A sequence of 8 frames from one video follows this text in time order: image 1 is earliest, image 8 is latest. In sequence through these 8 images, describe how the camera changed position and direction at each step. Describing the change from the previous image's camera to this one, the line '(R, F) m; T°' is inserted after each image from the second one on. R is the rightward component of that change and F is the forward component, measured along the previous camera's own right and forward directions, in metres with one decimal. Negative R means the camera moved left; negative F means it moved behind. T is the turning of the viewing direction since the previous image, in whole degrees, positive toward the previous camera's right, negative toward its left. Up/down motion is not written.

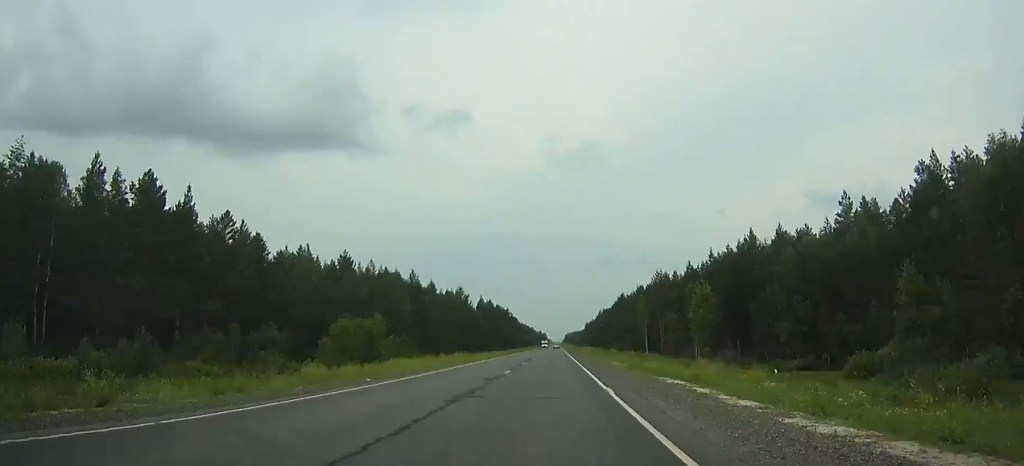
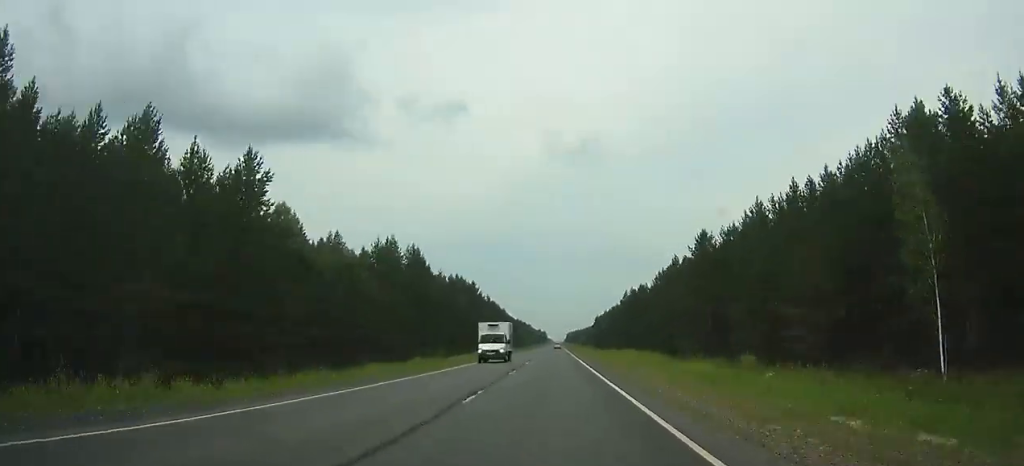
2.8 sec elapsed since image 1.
(-0.2, +93.4) m; -2°
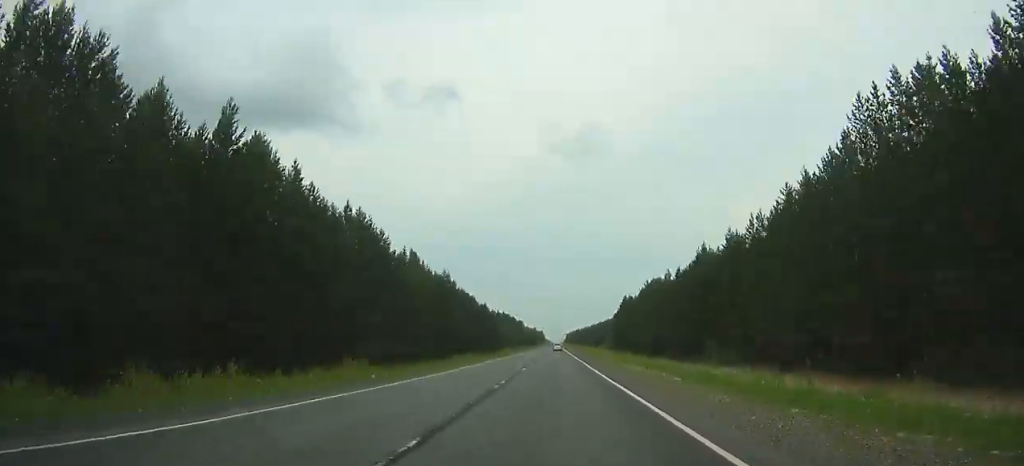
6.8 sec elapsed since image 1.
(-7.6, +111.3) m; 0°
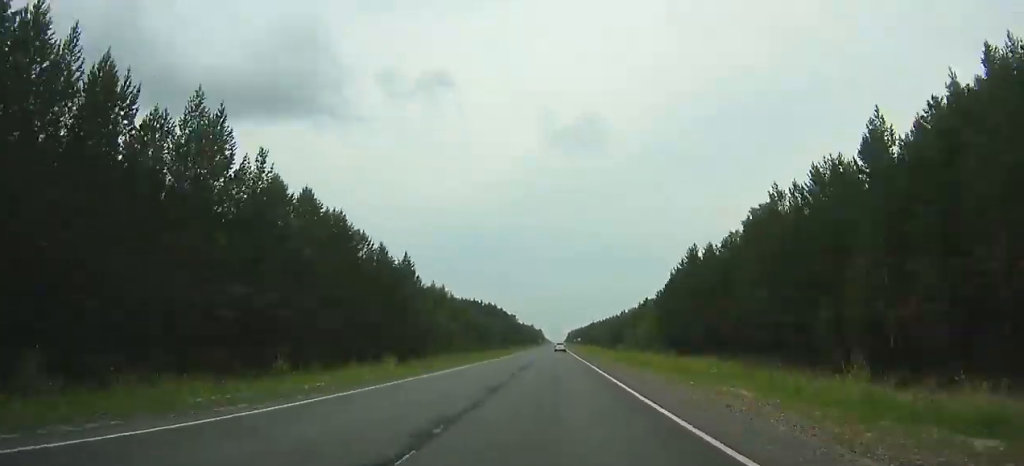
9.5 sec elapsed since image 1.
(+7.8, +90.3) m; +4°
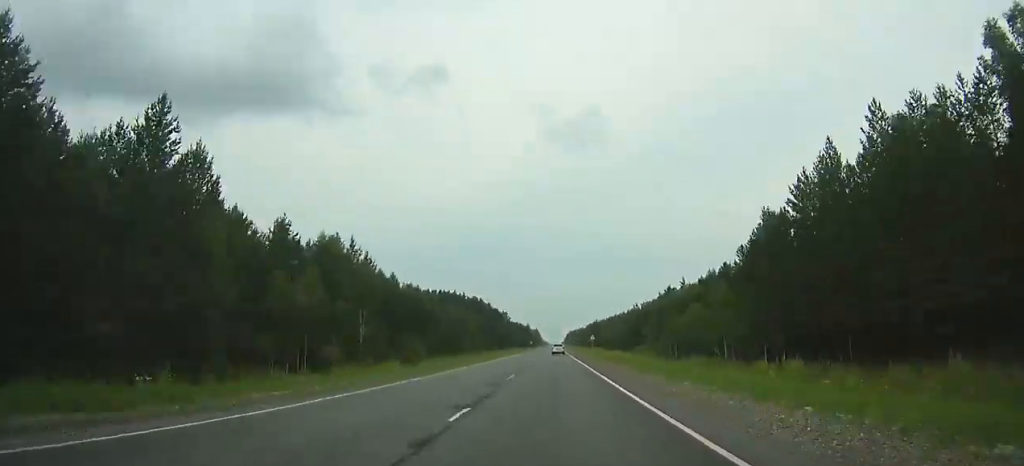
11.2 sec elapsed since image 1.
(+3.2, +64.9) m; +1°
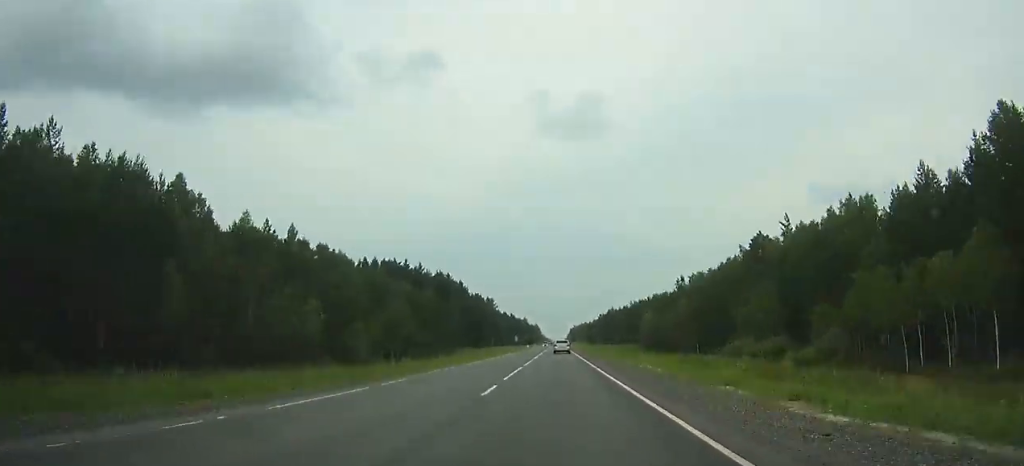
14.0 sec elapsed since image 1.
(-5.2, +106.1) m; -3°
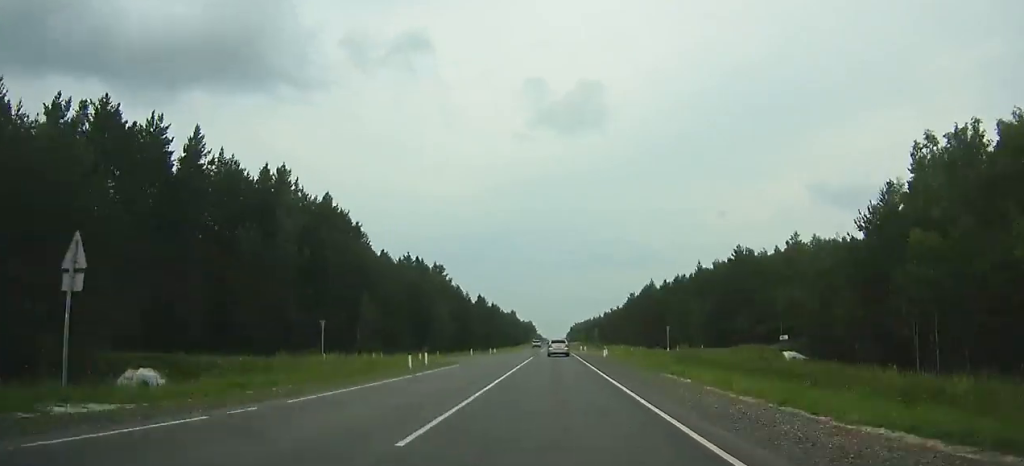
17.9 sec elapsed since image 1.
(-0.4, +130.6) m; 0°
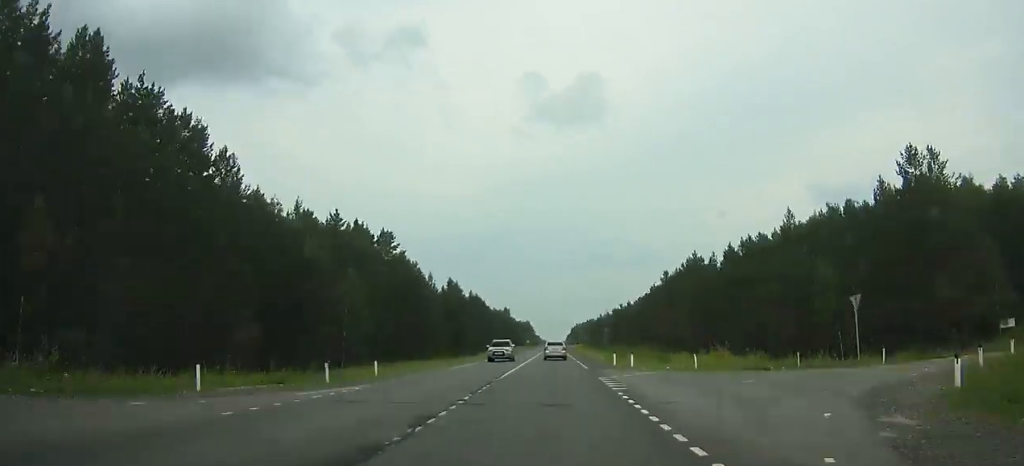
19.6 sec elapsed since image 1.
(+0.1, +52.3) m; 0°
